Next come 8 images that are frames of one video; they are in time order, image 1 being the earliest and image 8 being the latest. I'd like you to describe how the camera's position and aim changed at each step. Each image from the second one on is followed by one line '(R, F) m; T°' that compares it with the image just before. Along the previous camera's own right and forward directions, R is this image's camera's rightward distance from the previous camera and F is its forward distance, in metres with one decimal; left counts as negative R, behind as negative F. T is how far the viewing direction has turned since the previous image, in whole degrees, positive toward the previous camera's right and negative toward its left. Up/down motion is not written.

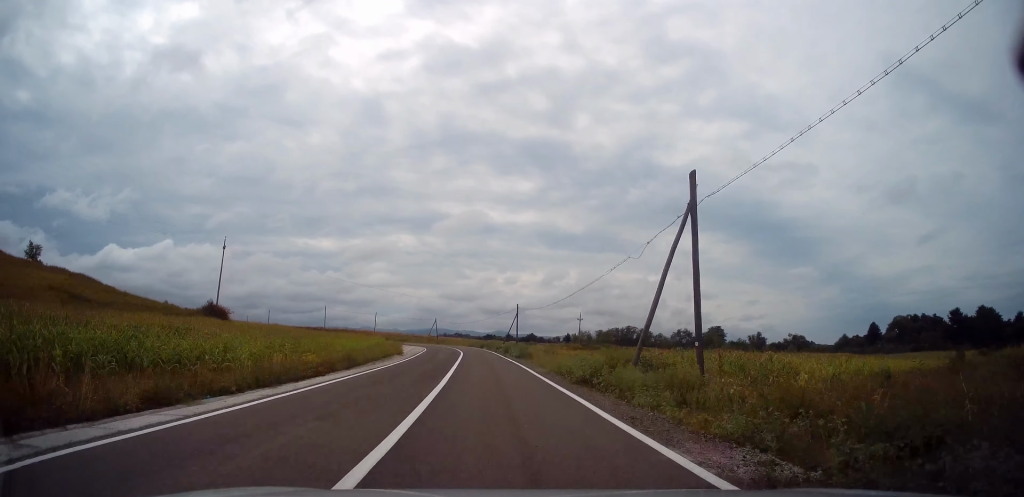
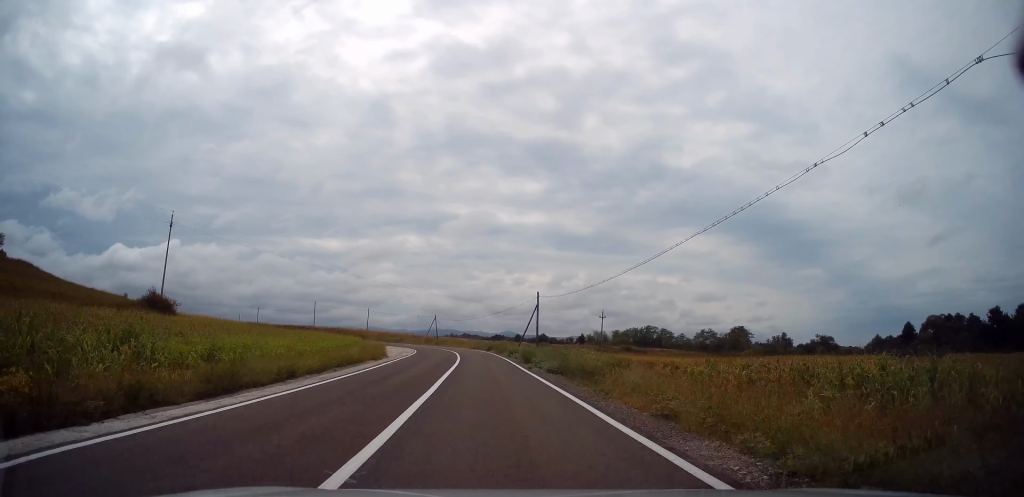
(+0.1, +17.3) m; -1°
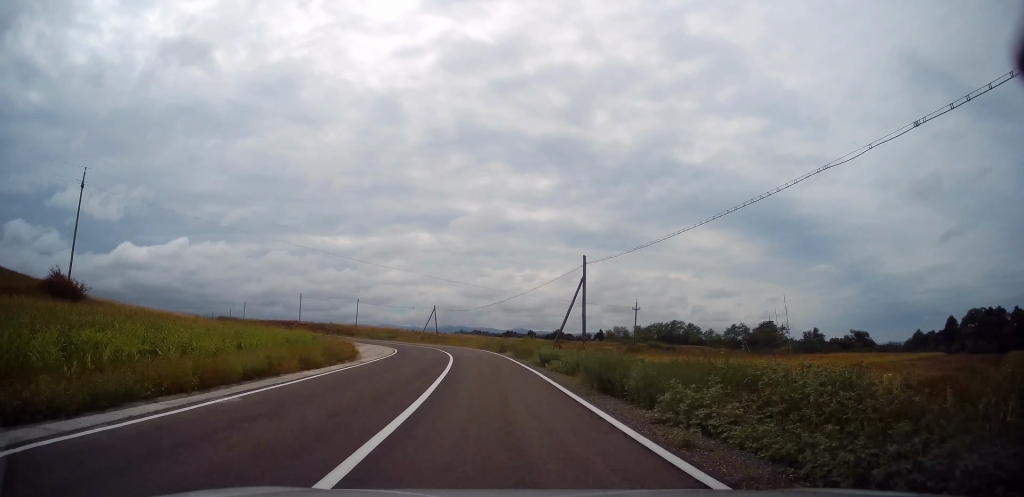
(-0.4, +18.7) m; -2°
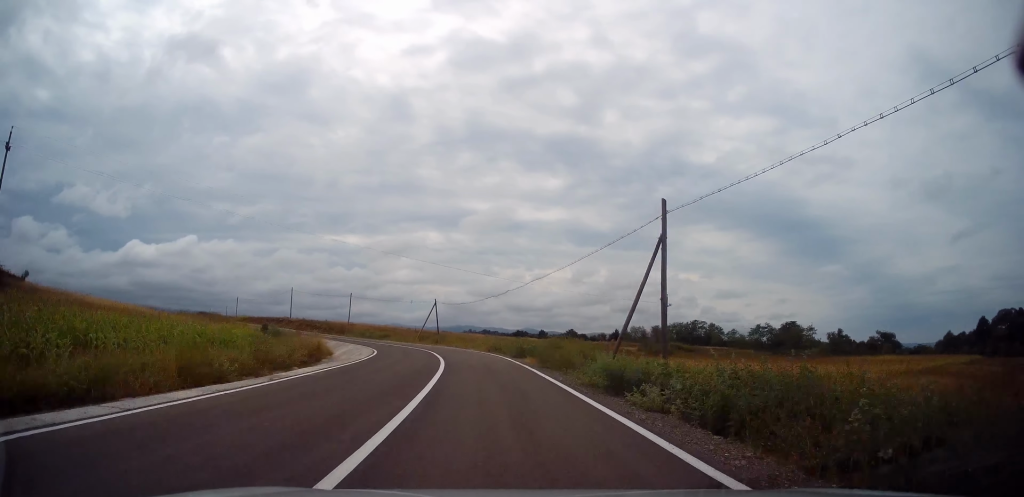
(-0.2, +11.6) m; -1°
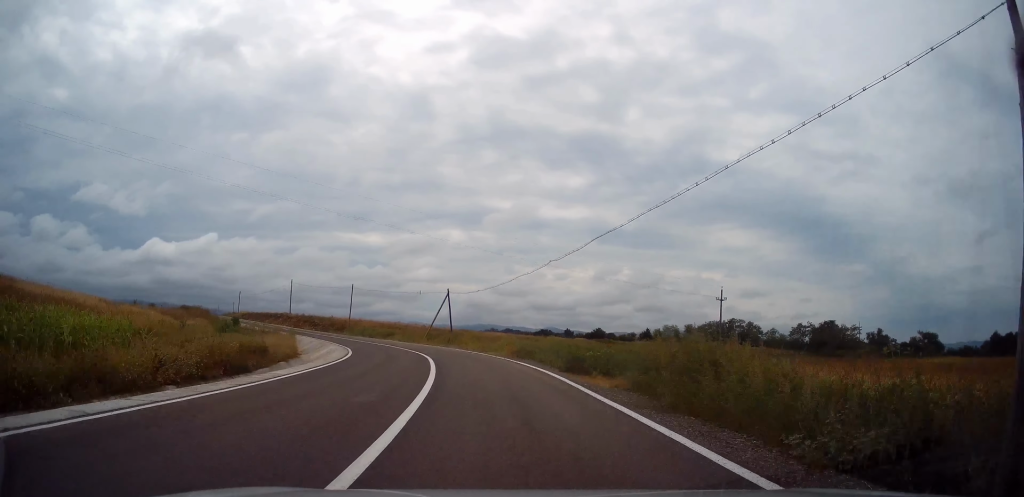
(0.0, +13.0) m; -2°
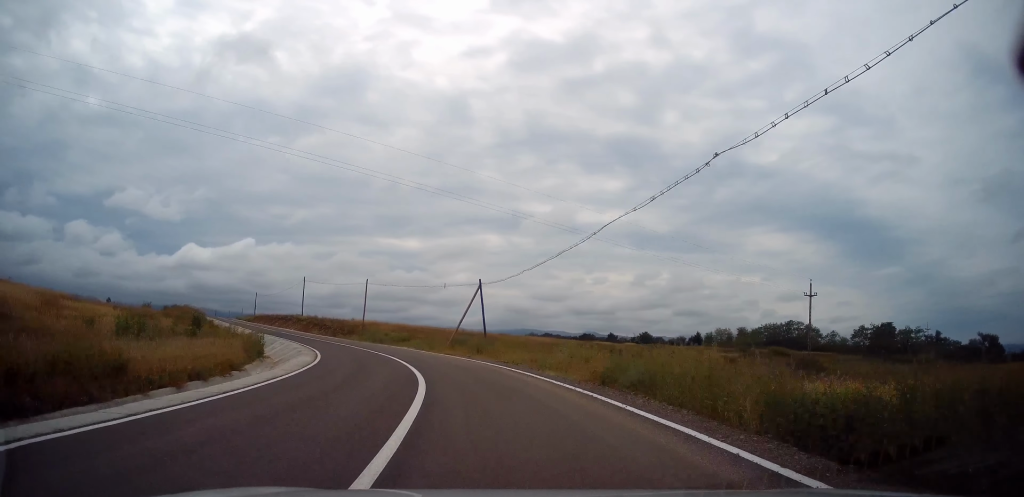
(-0.2, +13.7) m; -5°
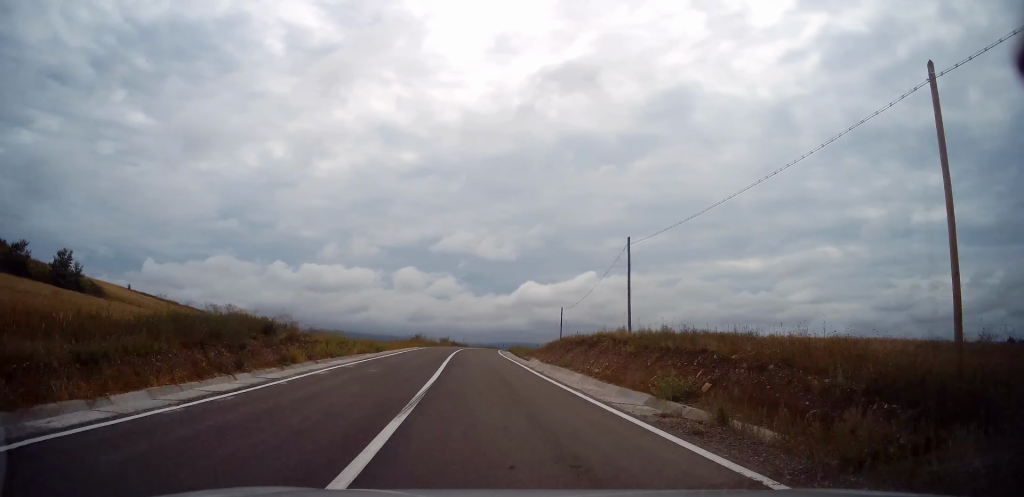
(-15.1, +53.4) m; -32°
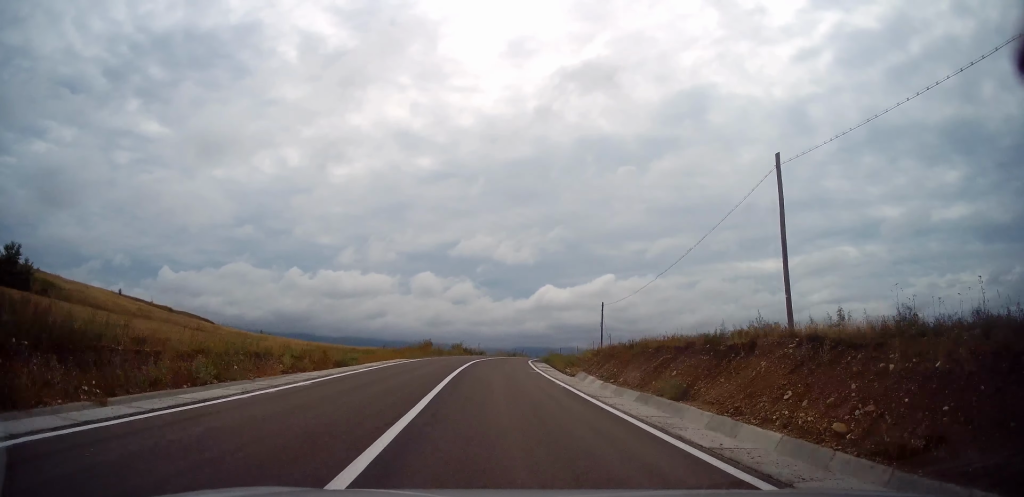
(-1.1, +17.7) m; -4°
